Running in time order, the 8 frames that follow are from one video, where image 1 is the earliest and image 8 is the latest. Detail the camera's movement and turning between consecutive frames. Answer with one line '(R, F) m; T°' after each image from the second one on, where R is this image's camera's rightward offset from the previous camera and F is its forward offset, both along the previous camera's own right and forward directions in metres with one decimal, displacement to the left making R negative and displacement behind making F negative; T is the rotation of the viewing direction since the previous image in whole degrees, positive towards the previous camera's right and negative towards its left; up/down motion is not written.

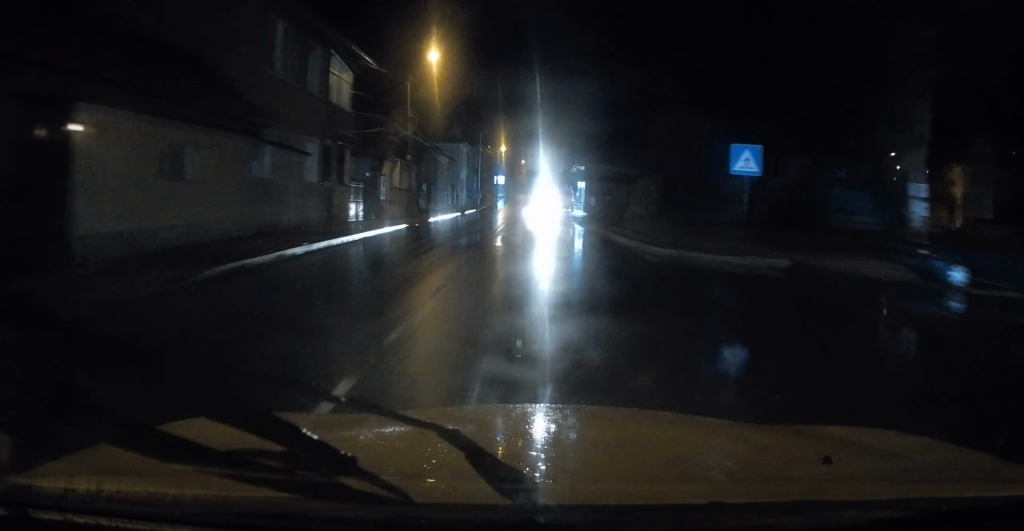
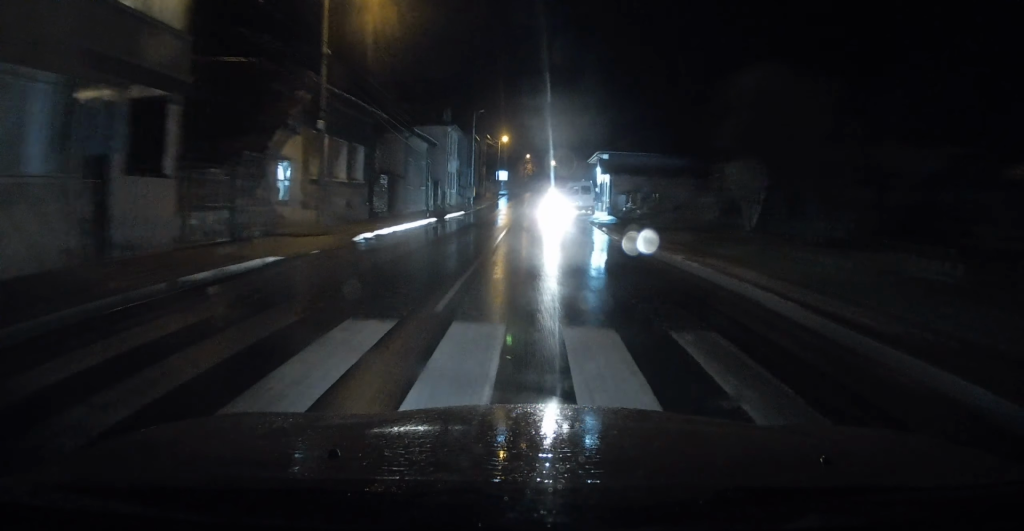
(+0.1, +13.2) m; 0°
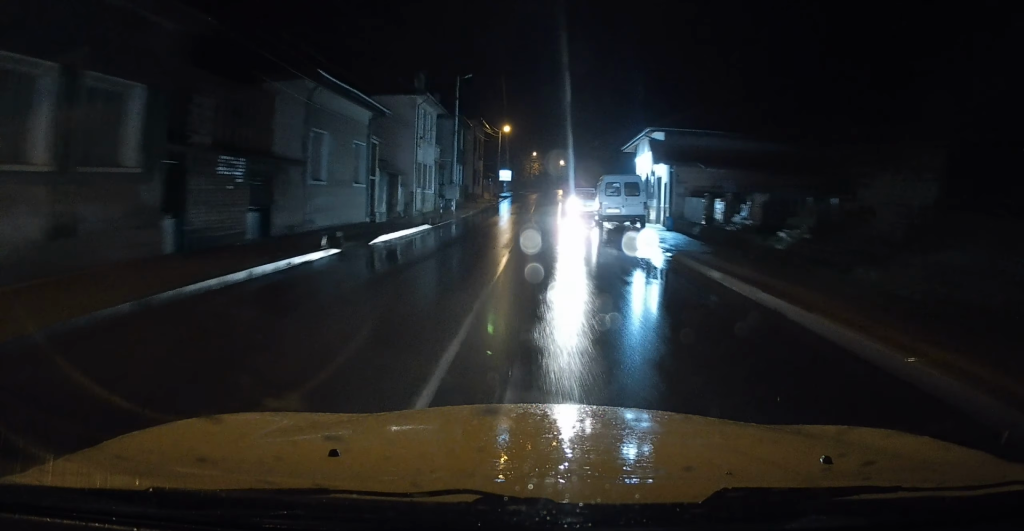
(0.0, +16.2) m; 0°
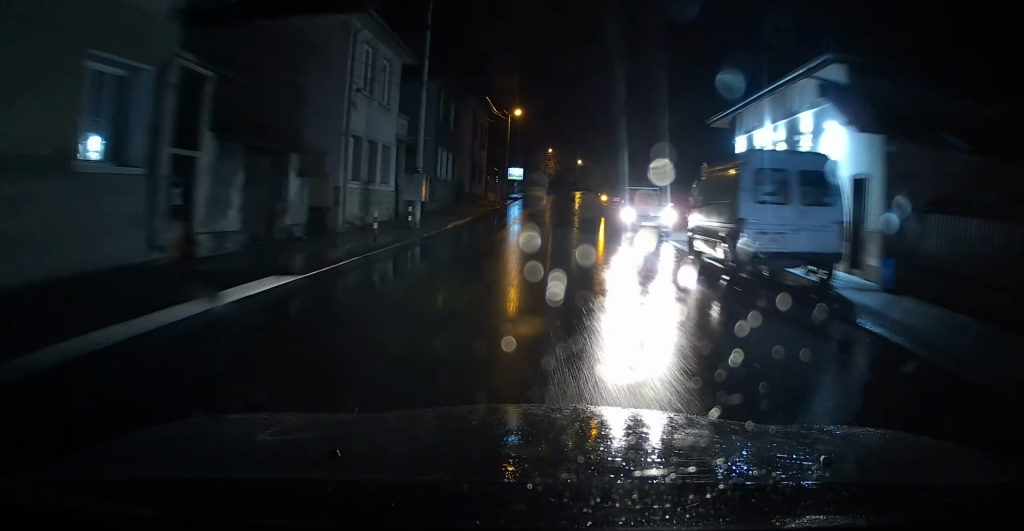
(0.0, +15.5) m; 0°
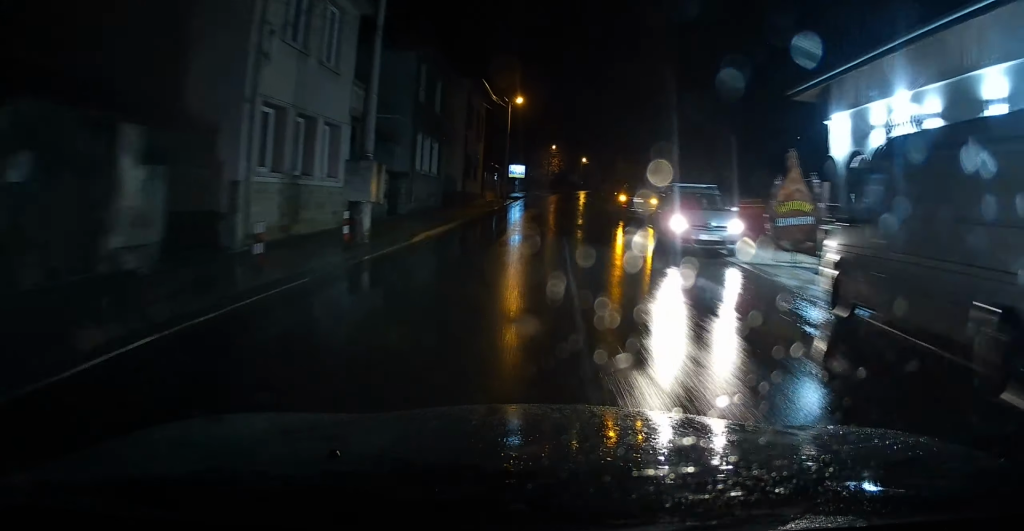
(0.0, +7.0) m; 0°
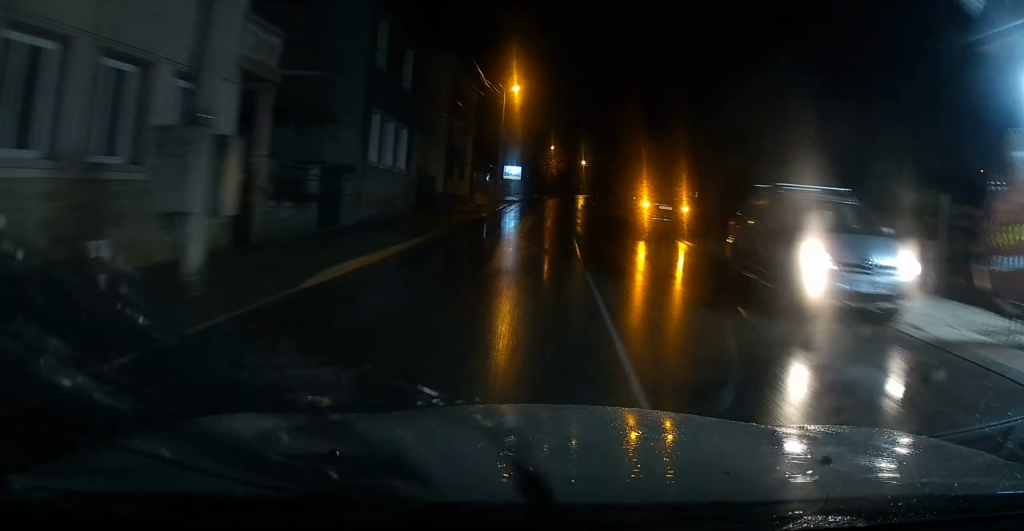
(+0.1, +7.5) m; 0°
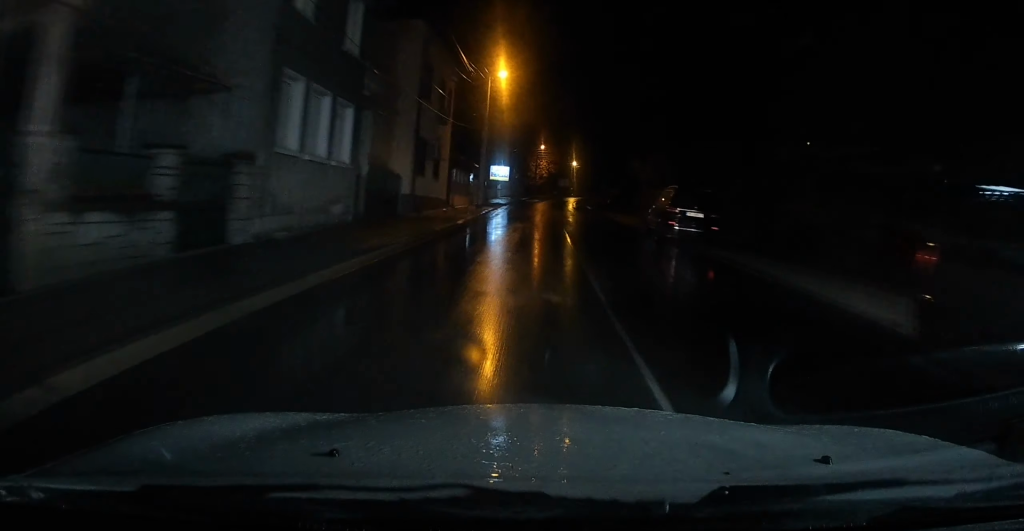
(0.0, +6.3) m; 0°
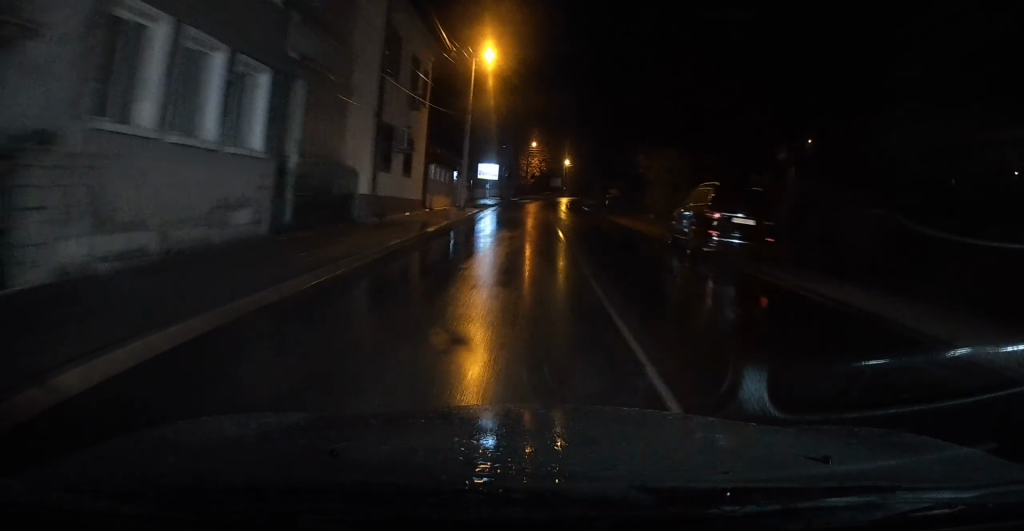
(0.0, +5.5) m; 0°
